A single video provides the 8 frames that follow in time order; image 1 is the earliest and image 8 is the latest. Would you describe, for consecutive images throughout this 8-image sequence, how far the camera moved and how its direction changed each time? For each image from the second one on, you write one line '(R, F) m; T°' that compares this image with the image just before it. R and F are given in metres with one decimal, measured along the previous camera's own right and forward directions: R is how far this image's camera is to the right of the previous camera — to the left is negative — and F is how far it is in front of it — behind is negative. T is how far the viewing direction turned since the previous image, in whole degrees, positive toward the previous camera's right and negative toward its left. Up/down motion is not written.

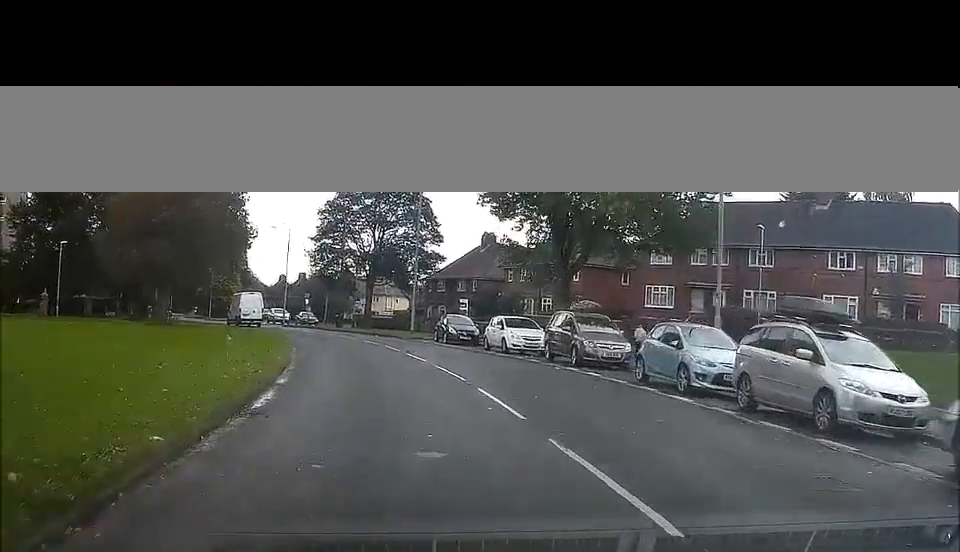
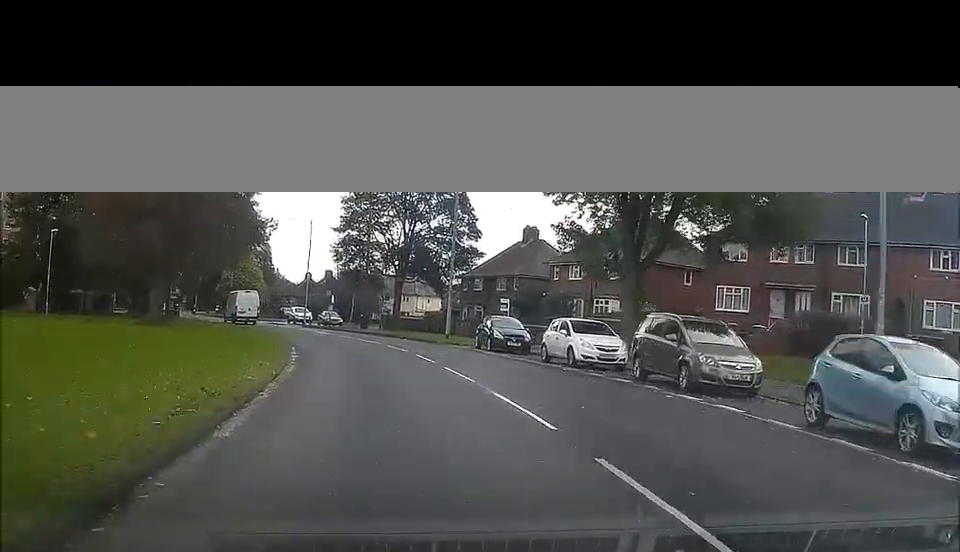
(-0.1, +7.4) m; -1°
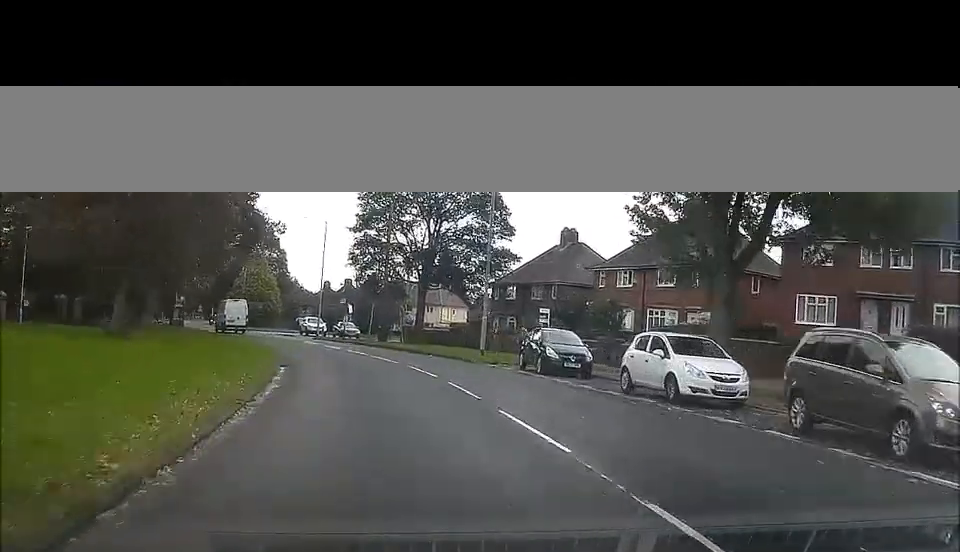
(+0.1, +7.4) m; -1°
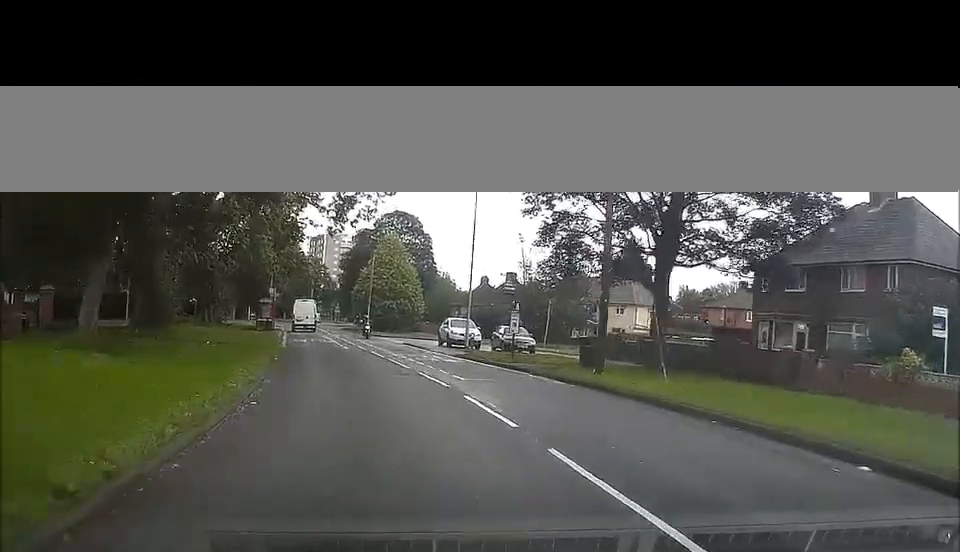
(-2.6, +27.3) m; -11°
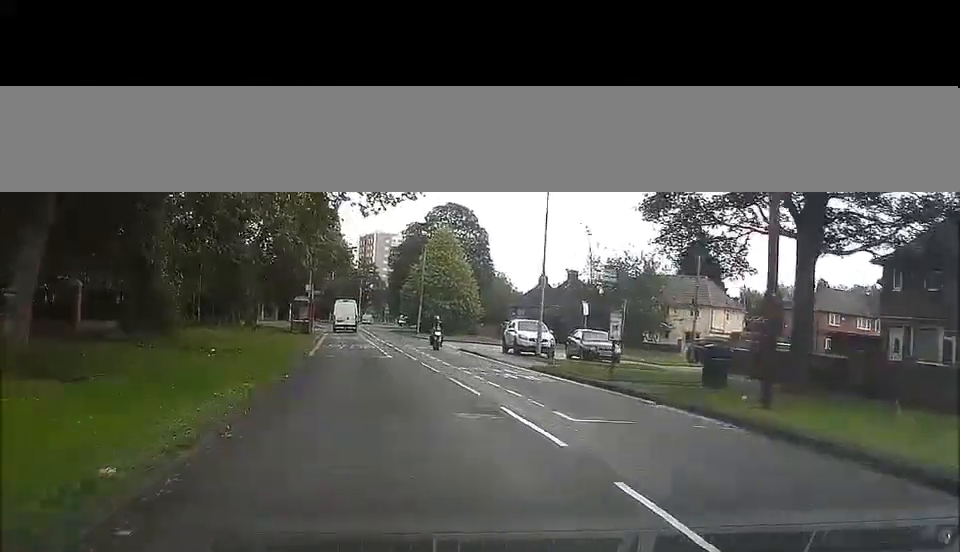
(-0.1, +7.6) m; -3°
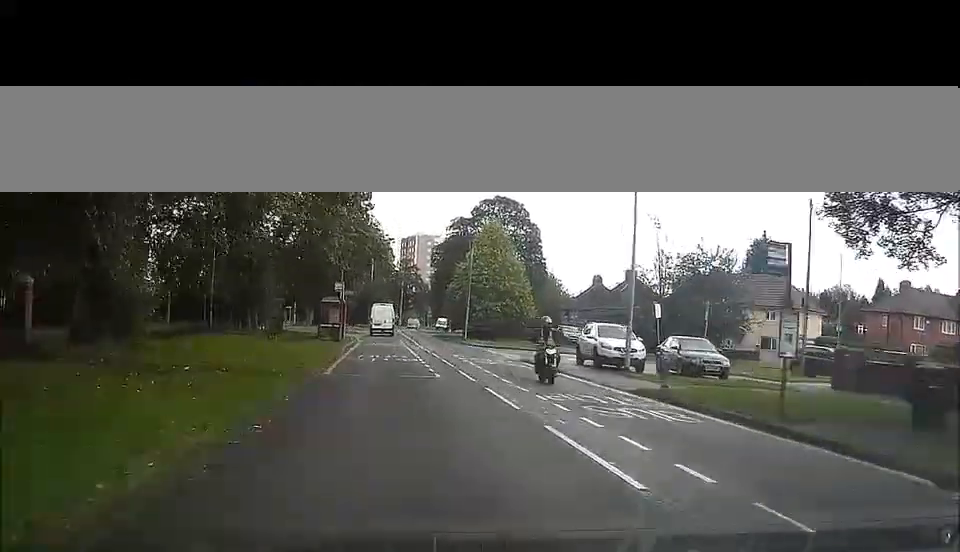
(-0.2, +8.0) m; -4°
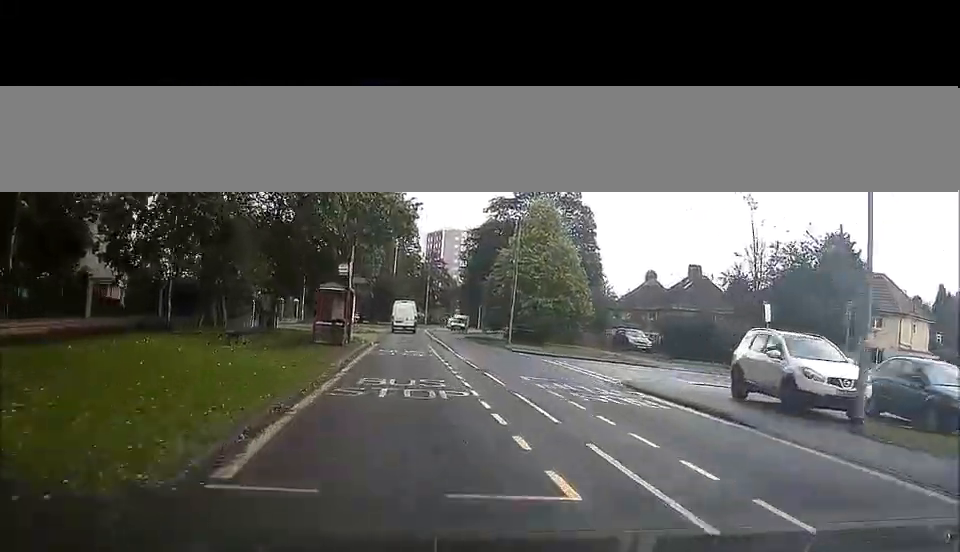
(-0.7, +13.2) m; -3°
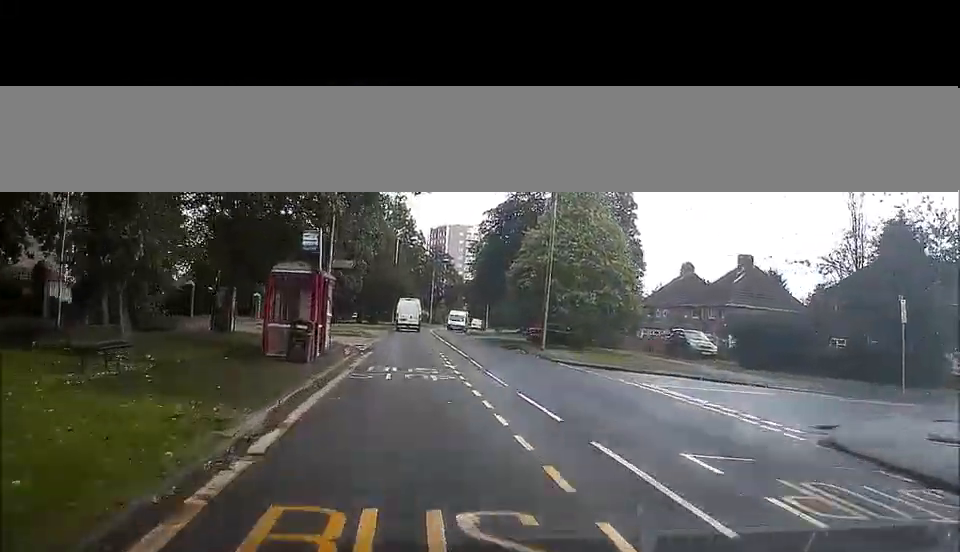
(+0.1, +11.8) m; -1°
